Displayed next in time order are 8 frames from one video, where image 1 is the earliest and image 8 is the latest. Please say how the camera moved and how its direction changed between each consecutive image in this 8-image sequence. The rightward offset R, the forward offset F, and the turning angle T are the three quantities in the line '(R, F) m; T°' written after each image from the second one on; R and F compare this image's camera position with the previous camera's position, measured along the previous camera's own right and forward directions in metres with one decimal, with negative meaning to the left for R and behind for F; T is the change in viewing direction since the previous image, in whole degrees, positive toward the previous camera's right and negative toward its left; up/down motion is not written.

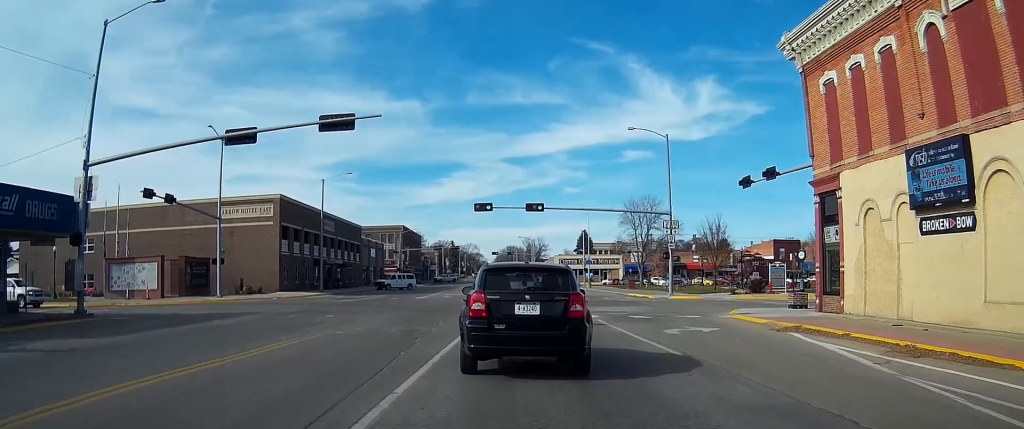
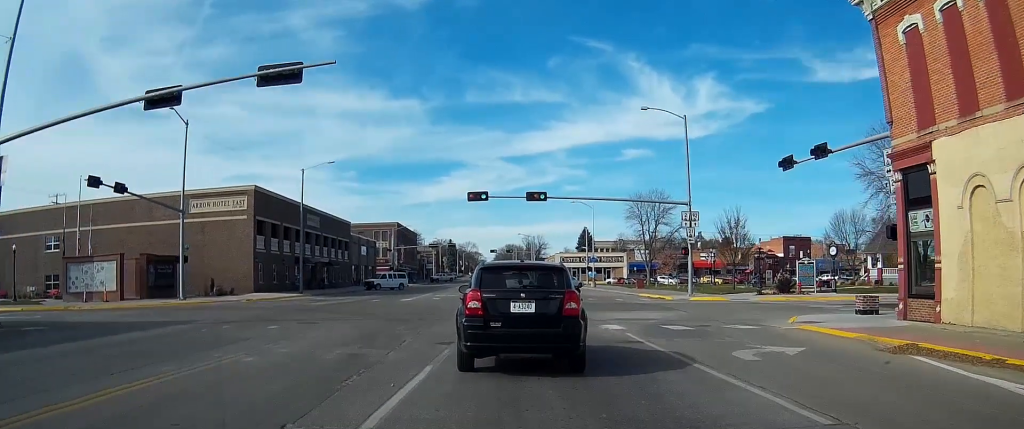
(0.0, +6.5) m; 0°
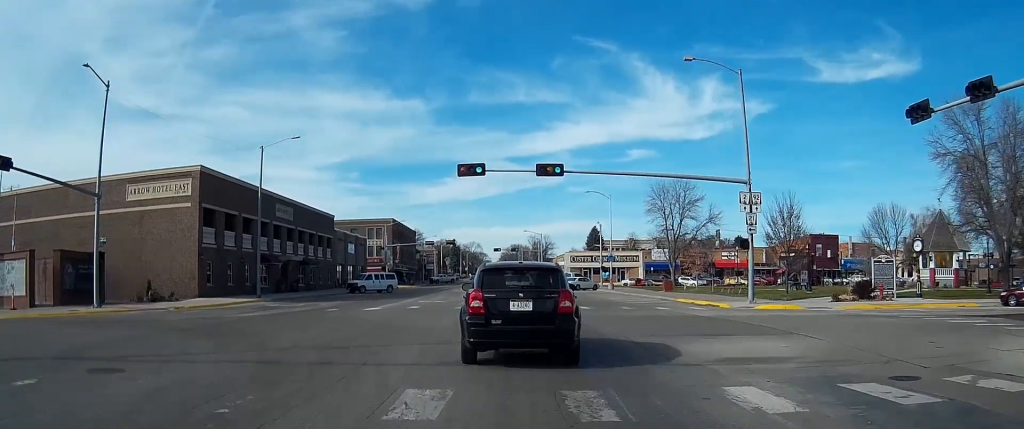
(-0.1, +12.2) m; -2°
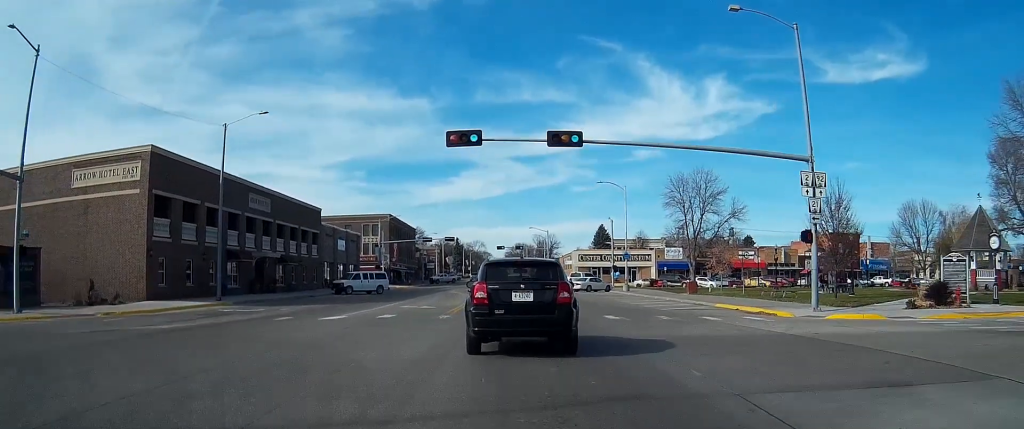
(-0.1, +8.0) m; -1°
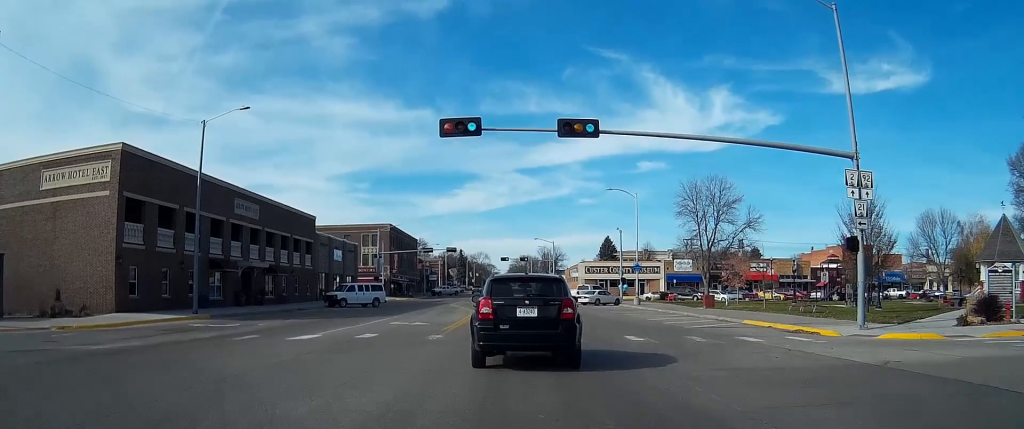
(0.0, +4.0) m; 0°
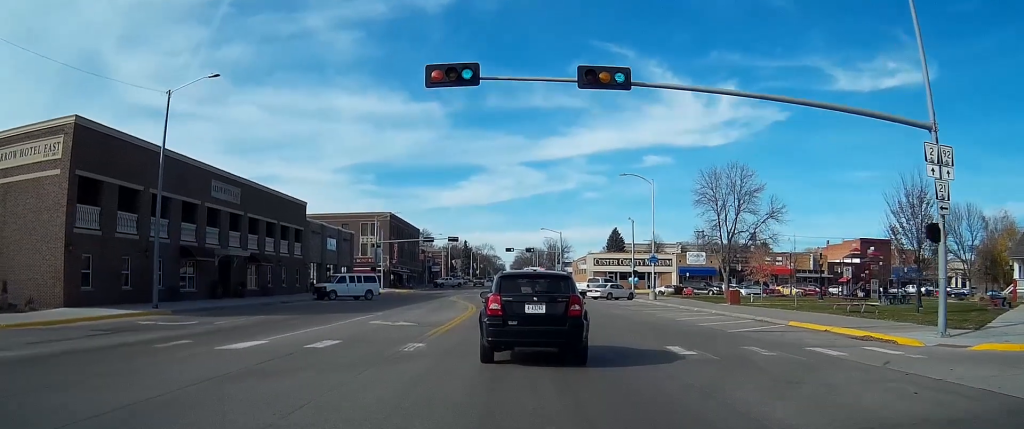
(0.0, +5.3) m; 0°
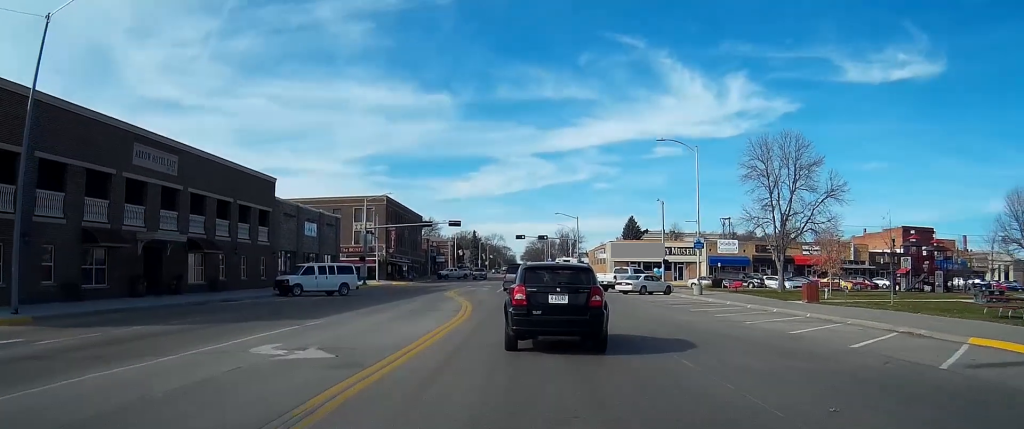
(0.0, +11.8) m; -1°
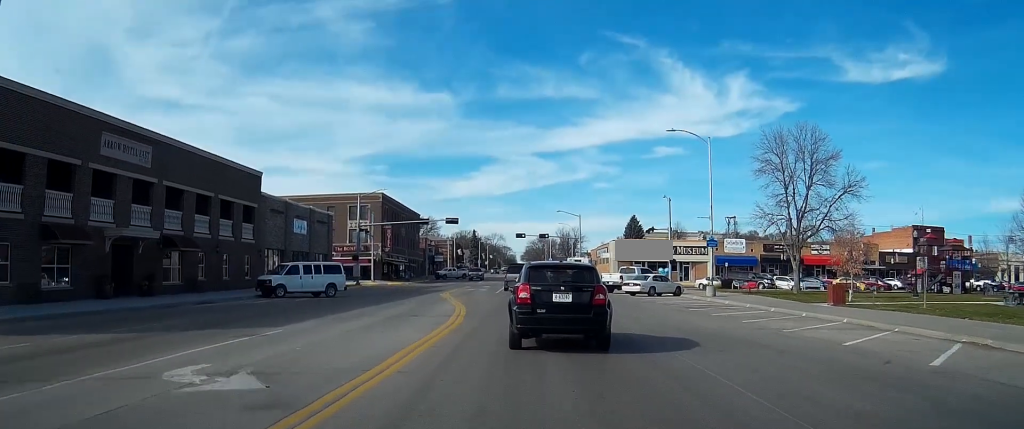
(-0.1, +3.4) m; 0°
